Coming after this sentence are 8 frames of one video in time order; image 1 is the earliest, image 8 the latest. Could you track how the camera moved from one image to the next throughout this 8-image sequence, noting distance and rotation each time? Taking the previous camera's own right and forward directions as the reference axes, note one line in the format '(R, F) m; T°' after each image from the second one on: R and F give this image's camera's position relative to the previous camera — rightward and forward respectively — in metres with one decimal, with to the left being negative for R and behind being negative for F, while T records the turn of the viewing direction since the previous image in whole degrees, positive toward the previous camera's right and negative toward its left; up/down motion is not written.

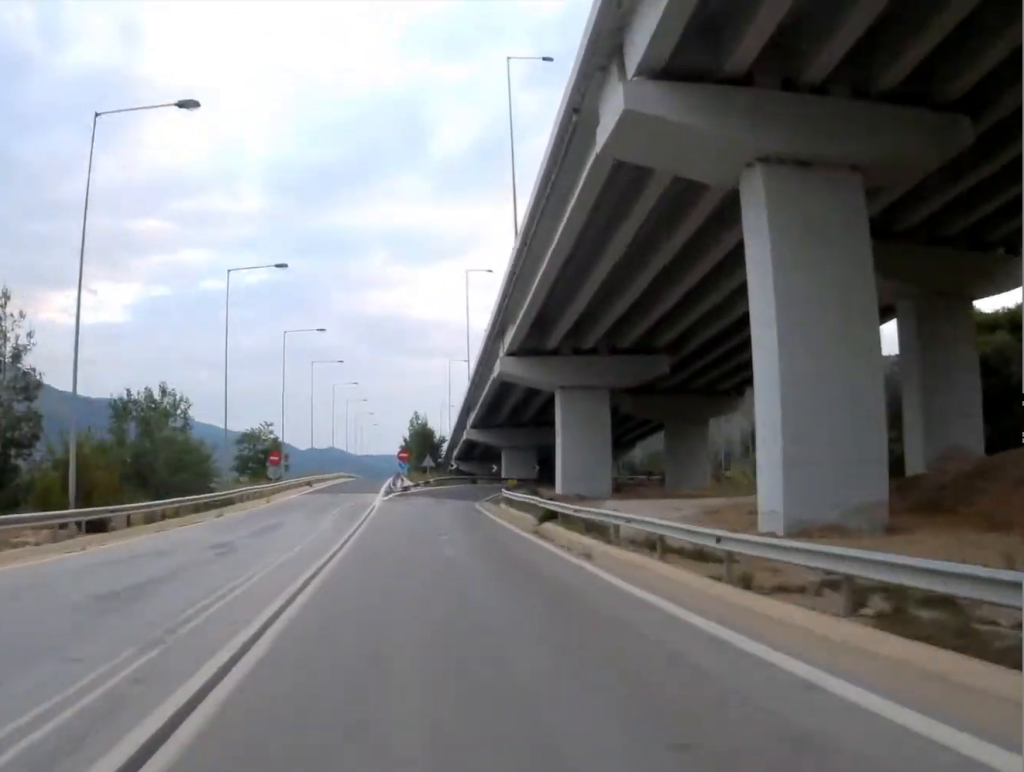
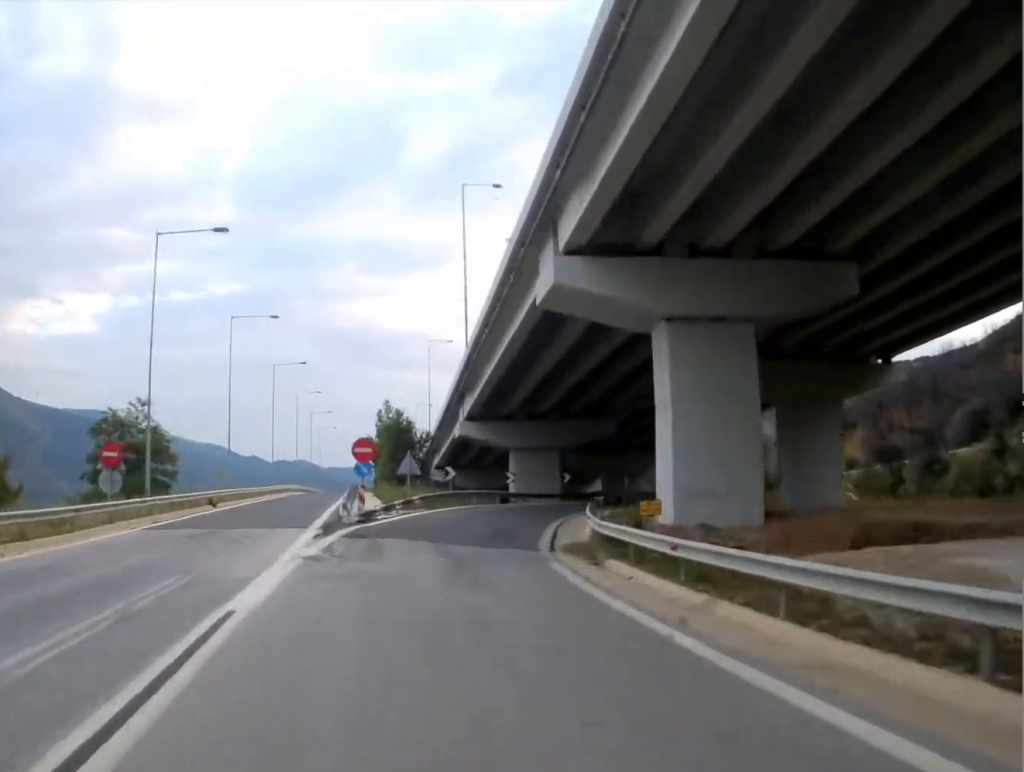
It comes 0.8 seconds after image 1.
(+0.1, +30.9) m; +2°
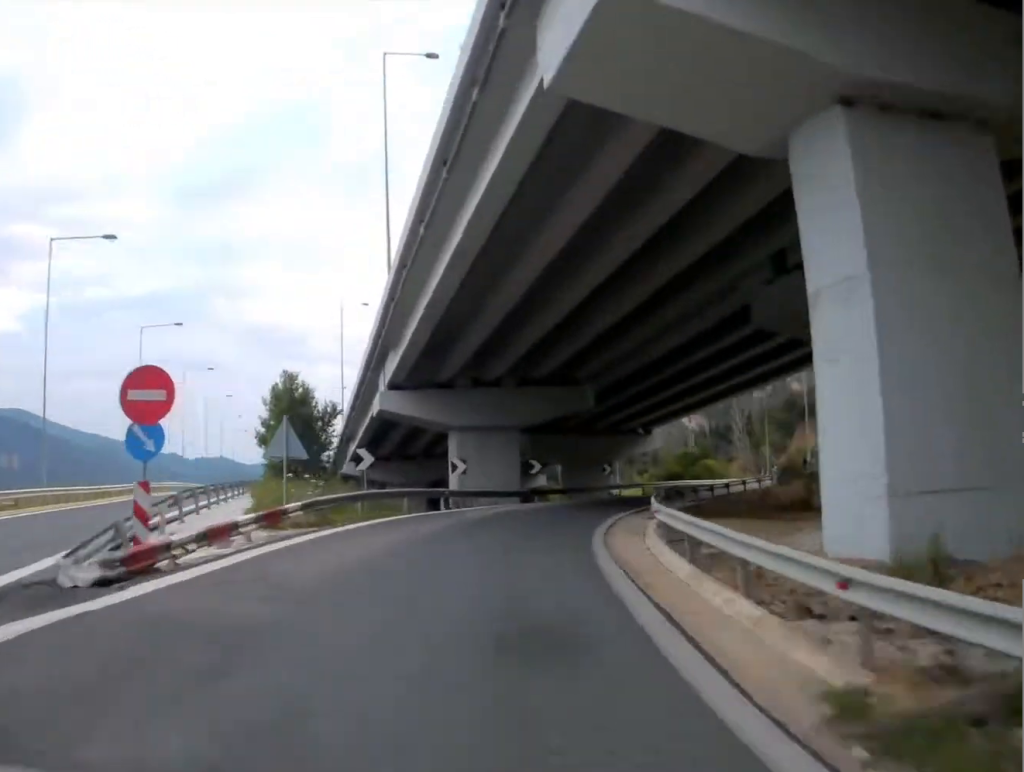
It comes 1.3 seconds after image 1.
(+0.8, +18.8) m; +4°
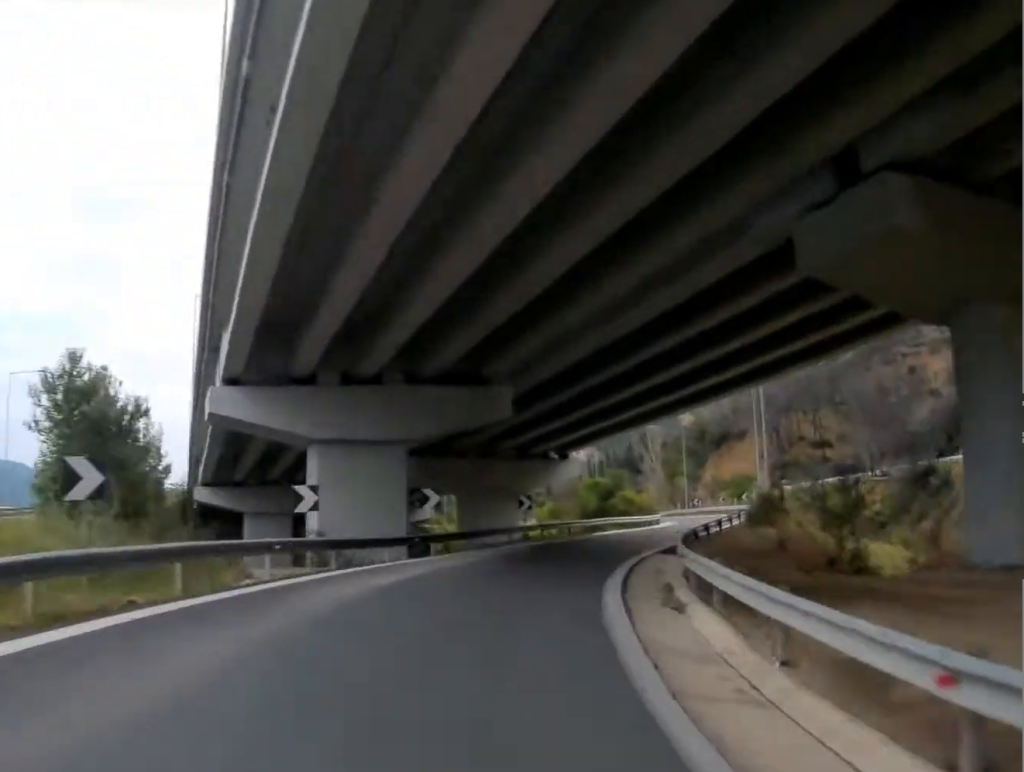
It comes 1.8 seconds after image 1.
(-0.3, +15.2) m; +3°
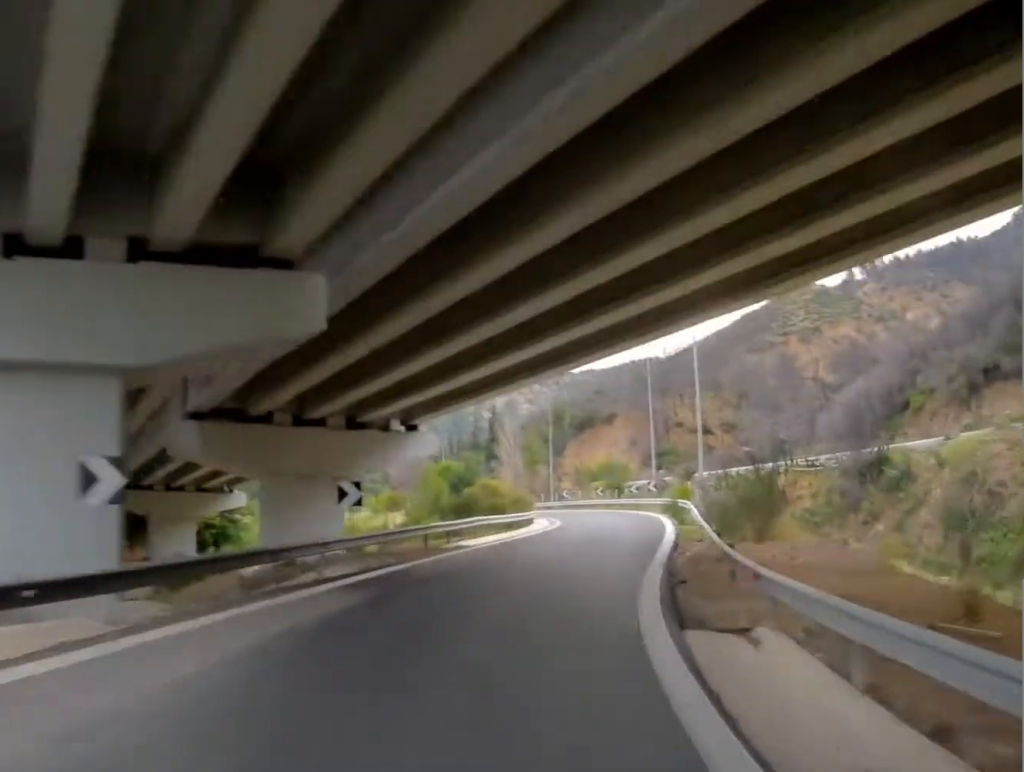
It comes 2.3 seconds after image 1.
(+1.4, +17.5) m; +7°
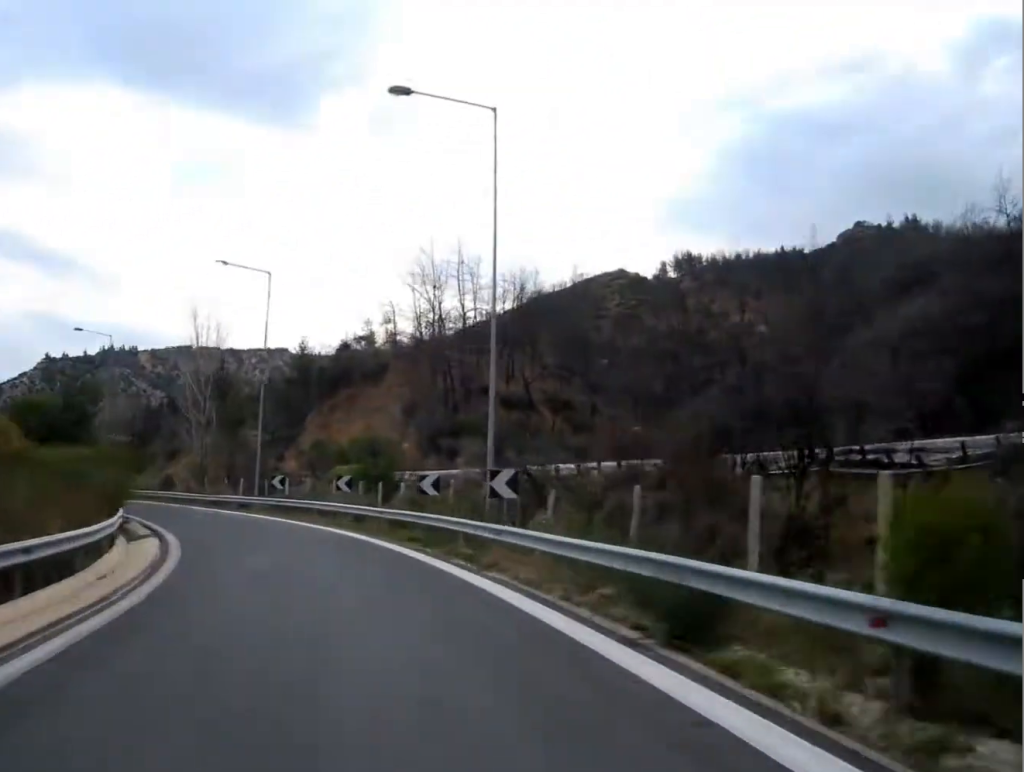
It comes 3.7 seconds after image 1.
(+6.7, +43.2) m; +12°
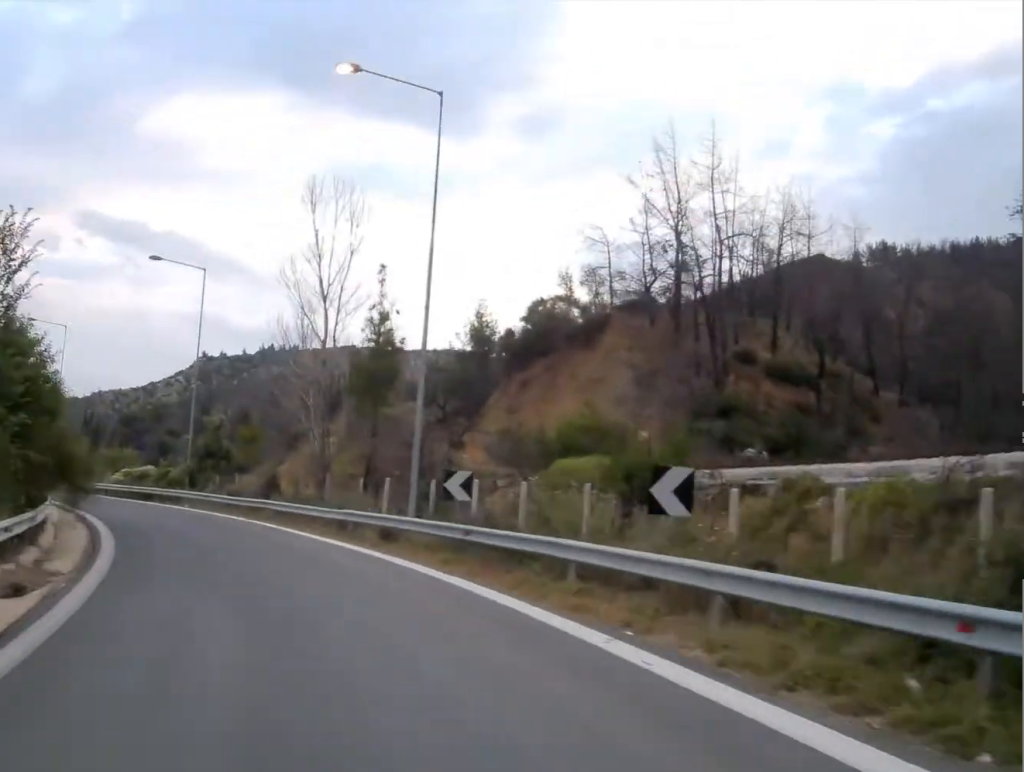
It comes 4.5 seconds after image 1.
(-0.2, +24.2) m; -6°
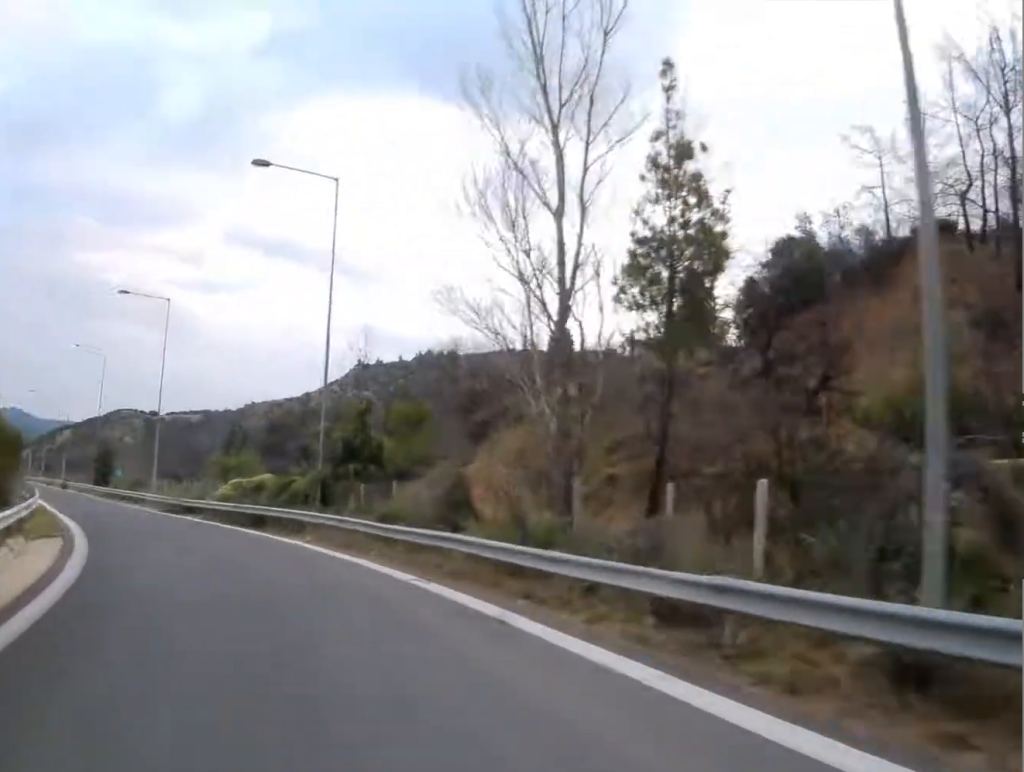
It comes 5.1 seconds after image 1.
(-0.7, +16.1) m; -8°
